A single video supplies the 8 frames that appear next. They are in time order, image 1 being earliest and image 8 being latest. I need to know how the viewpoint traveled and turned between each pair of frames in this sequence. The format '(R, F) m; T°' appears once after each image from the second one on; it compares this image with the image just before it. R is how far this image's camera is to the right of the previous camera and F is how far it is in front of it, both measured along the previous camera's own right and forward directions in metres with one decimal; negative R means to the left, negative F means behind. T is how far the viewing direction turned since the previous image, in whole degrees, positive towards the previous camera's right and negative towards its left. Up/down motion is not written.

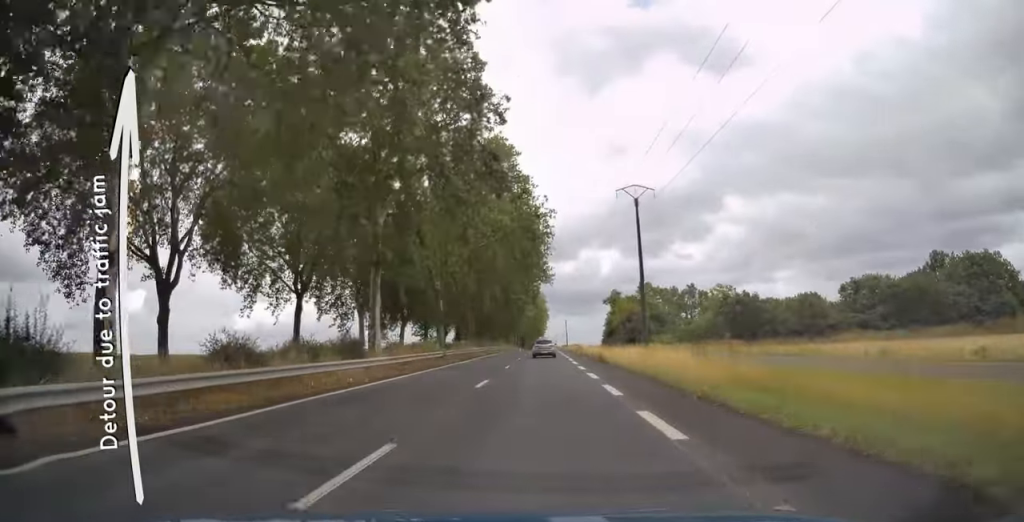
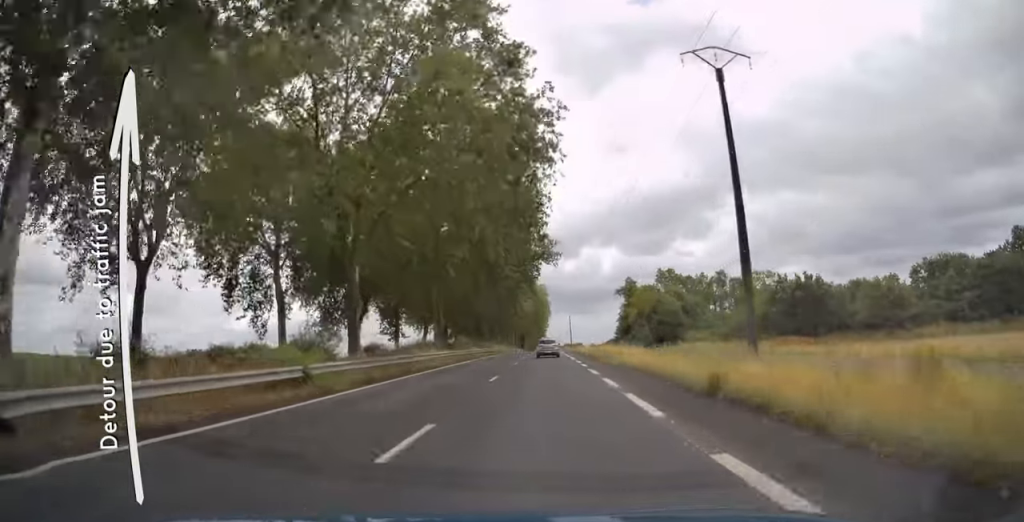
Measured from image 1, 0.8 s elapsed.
(0.0, +23.6) m; 0°
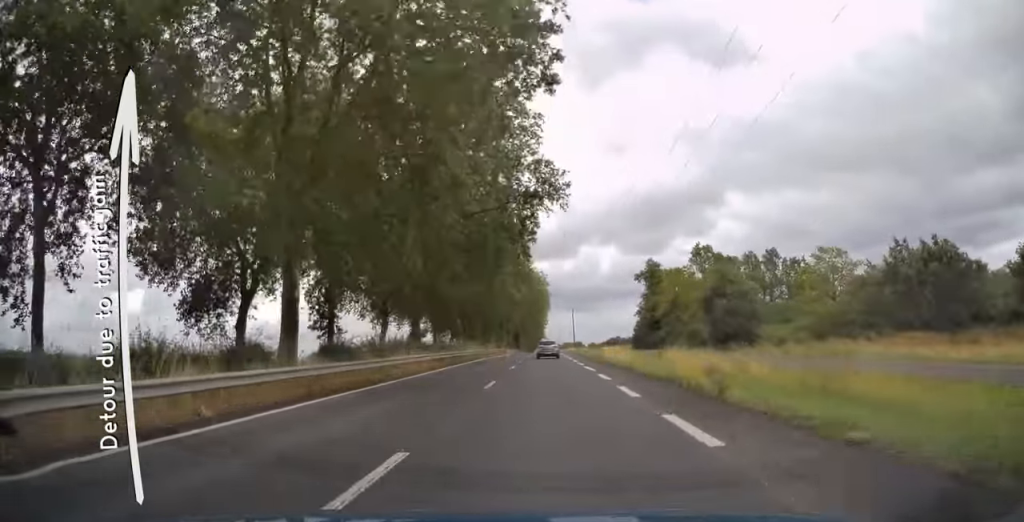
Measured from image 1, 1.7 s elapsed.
(0.0, +28.2) m; +1°
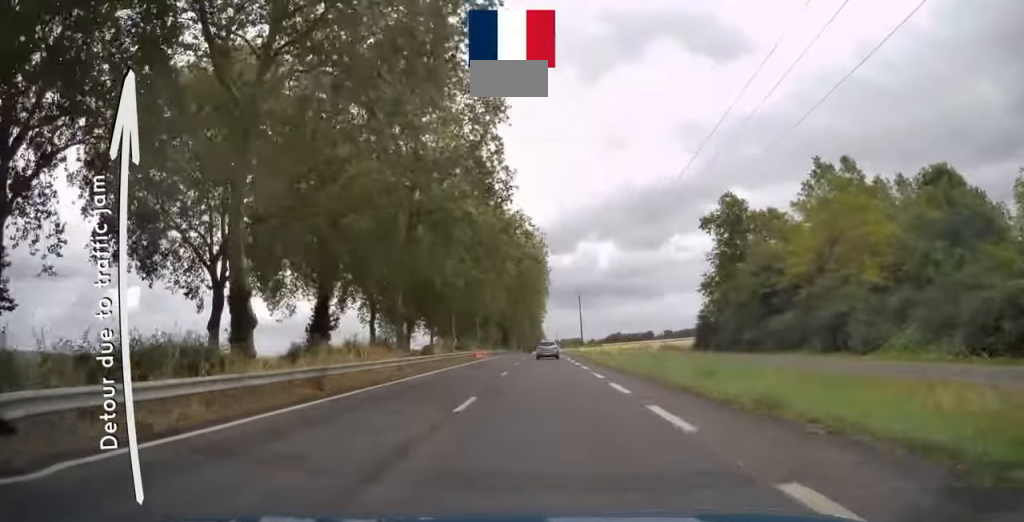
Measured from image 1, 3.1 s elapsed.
(+0.4, +43.6) m; 0°
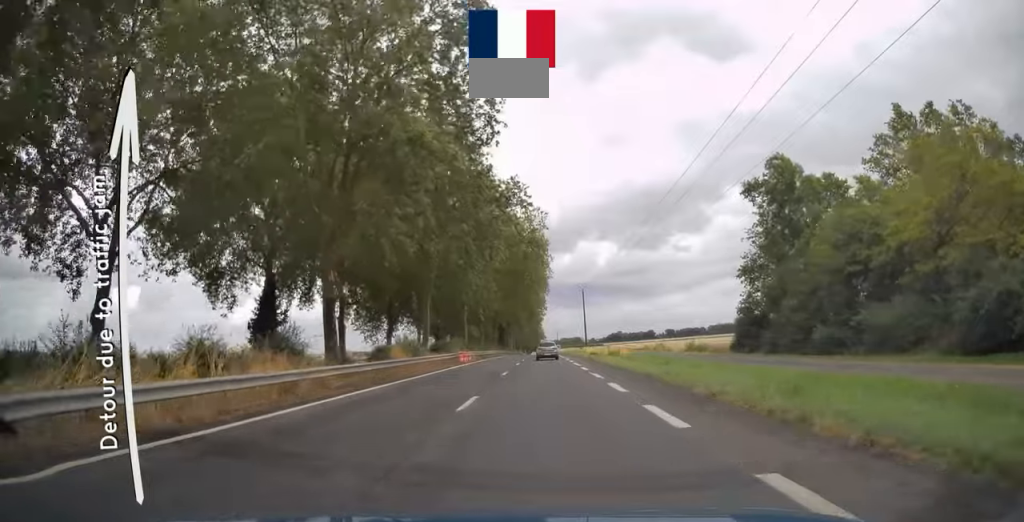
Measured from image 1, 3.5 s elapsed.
(-0.1, +12.3) m; 0°
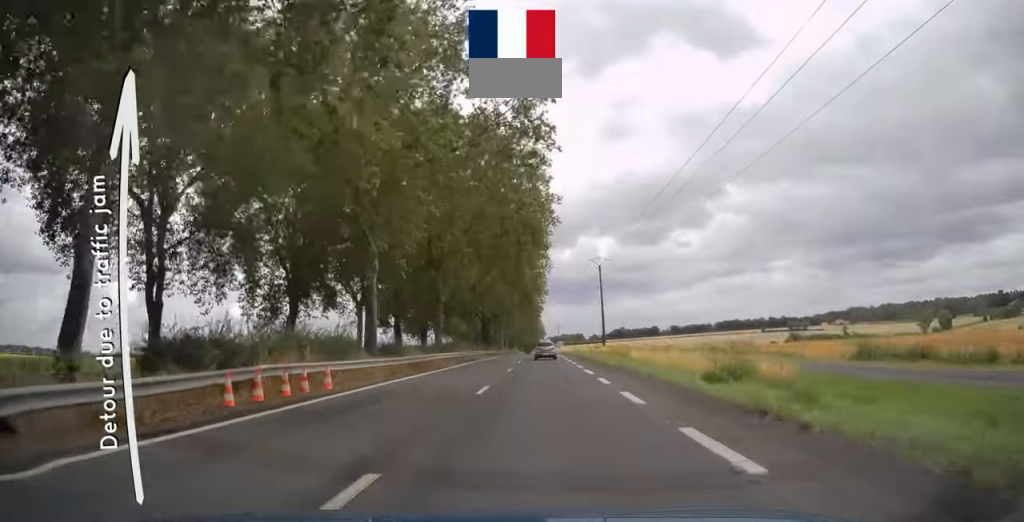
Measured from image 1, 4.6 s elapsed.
(-0.2, +35.0) m; 0°
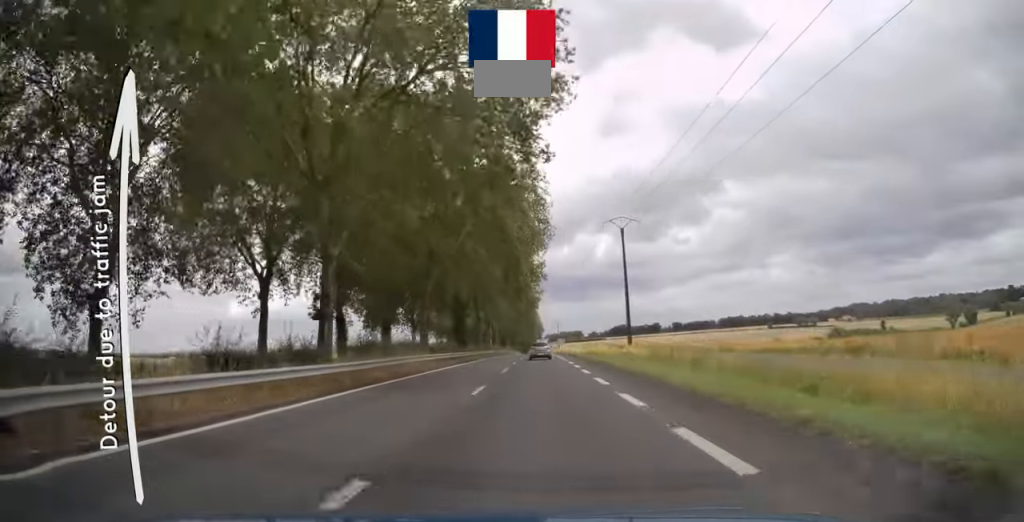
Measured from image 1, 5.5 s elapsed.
(+0.2, +25.8) m; 0°
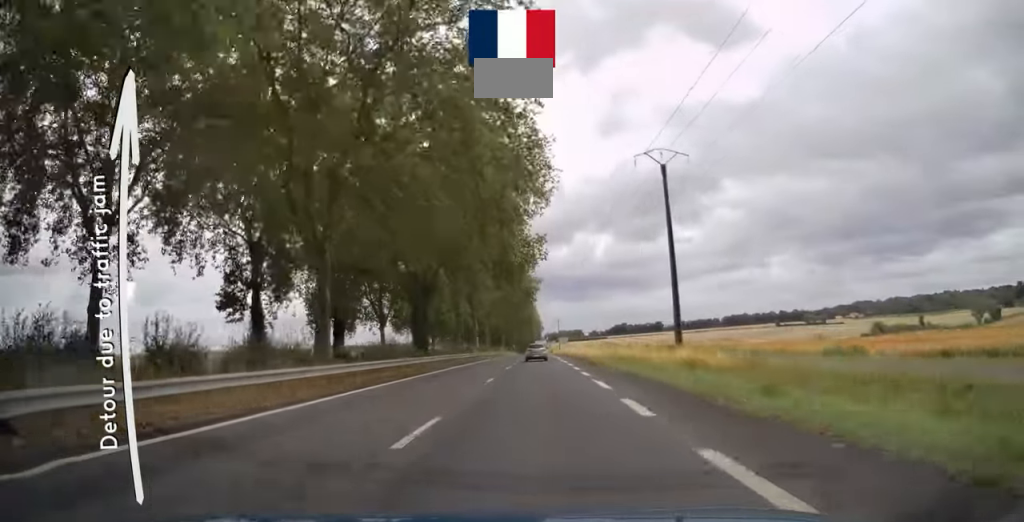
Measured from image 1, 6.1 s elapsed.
(+0.2, +20.7) m; 0°
